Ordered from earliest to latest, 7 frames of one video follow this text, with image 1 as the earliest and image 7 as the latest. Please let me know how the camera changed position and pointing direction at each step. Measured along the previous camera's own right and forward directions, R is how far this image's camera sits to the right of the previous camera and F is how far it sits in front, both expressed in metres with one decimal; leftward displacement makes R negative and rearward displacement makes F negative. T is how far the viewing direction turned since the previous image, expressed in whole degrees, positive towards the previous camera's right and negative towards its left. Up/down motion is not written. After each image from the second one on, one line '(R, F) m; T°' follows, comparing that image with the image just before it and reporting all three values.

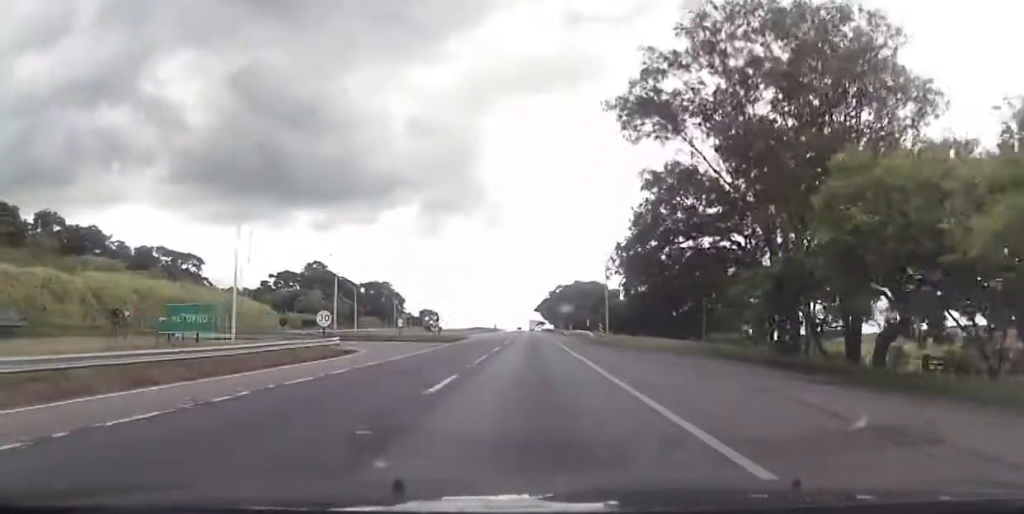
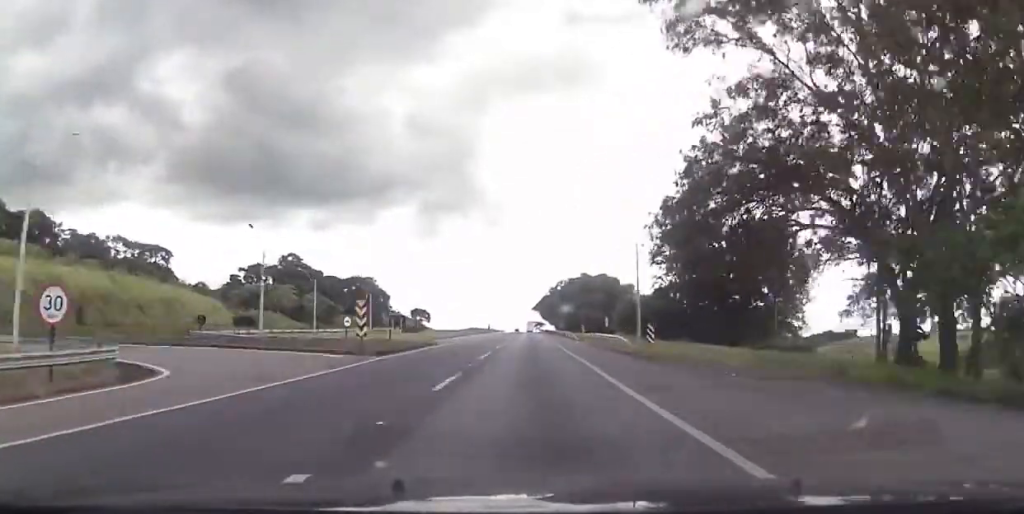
(-0.1, +22.6) m; 0°
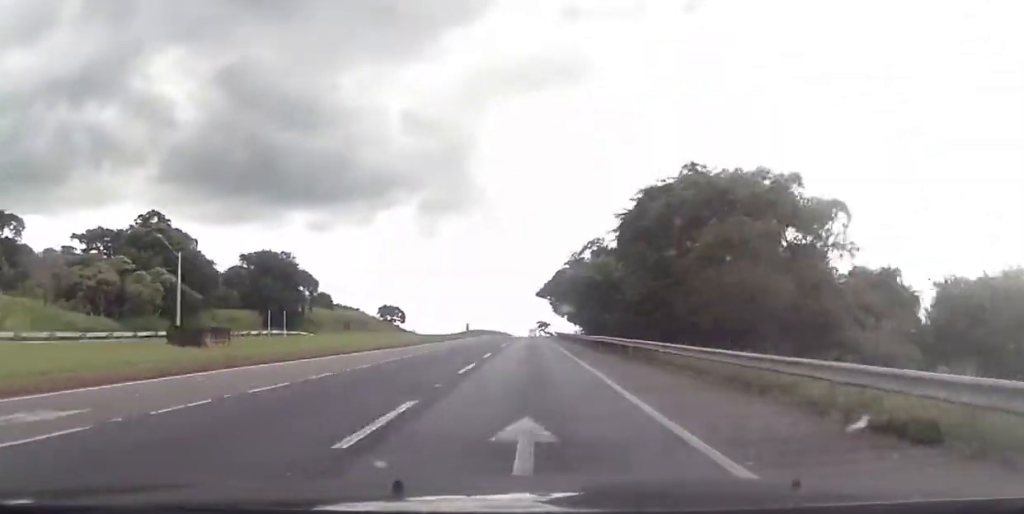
(+0.8, +79.9) m; +1°
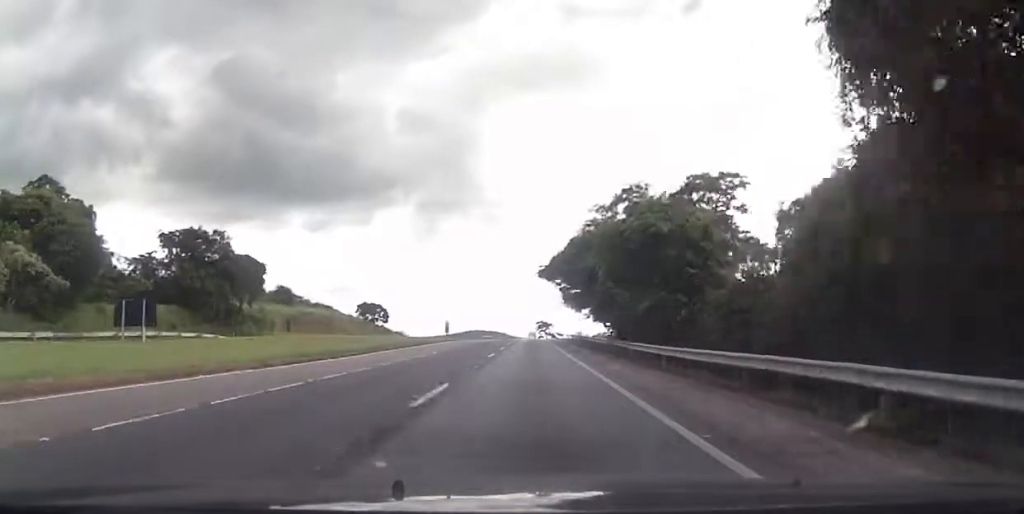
(0.0, +32.9) m; 0°
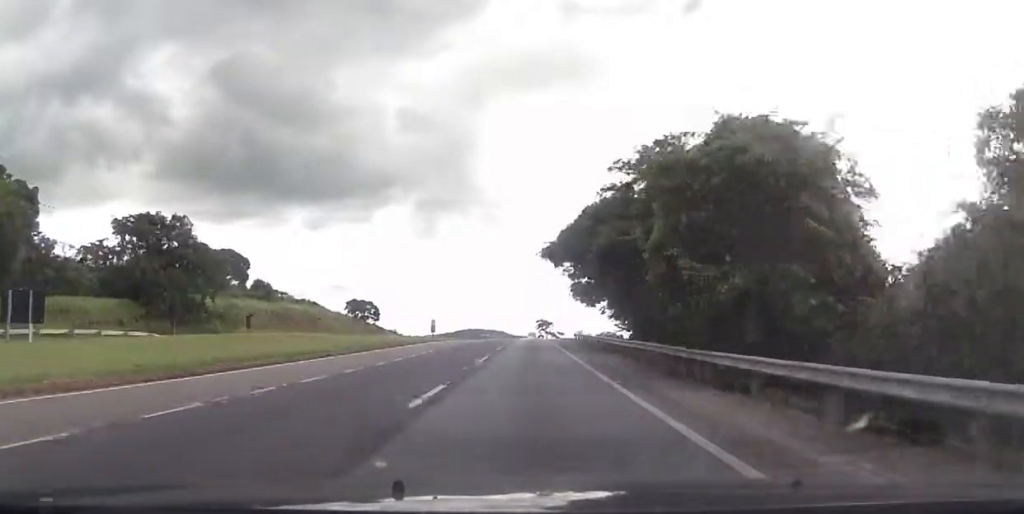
(+0.3, +14.3) m; 0°
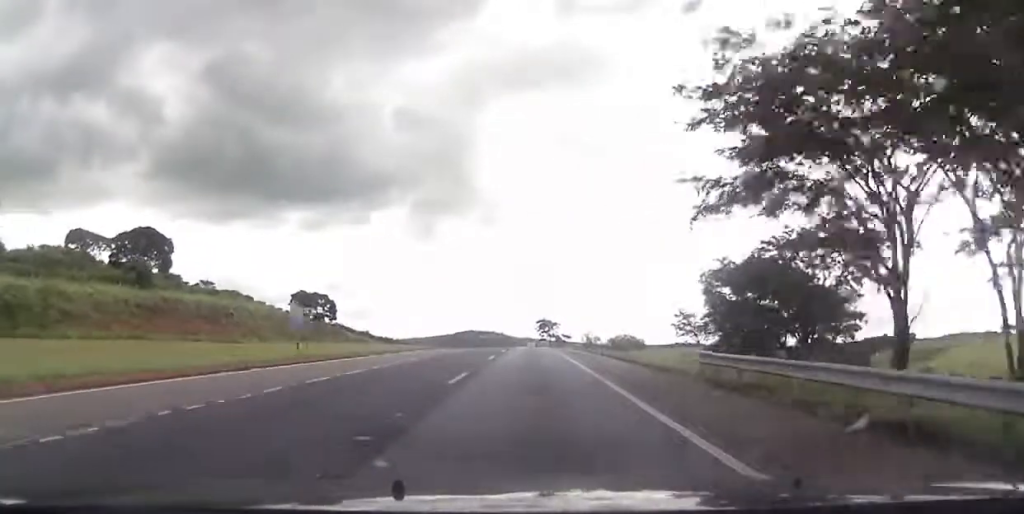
(-1.0, +51.3) m; -1°
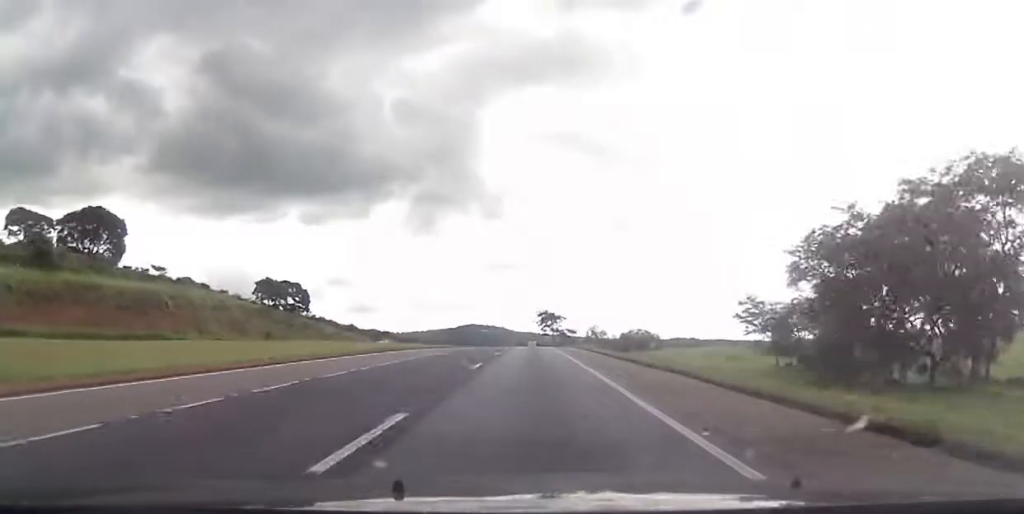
(+0.1, +24.0) m; +1°
